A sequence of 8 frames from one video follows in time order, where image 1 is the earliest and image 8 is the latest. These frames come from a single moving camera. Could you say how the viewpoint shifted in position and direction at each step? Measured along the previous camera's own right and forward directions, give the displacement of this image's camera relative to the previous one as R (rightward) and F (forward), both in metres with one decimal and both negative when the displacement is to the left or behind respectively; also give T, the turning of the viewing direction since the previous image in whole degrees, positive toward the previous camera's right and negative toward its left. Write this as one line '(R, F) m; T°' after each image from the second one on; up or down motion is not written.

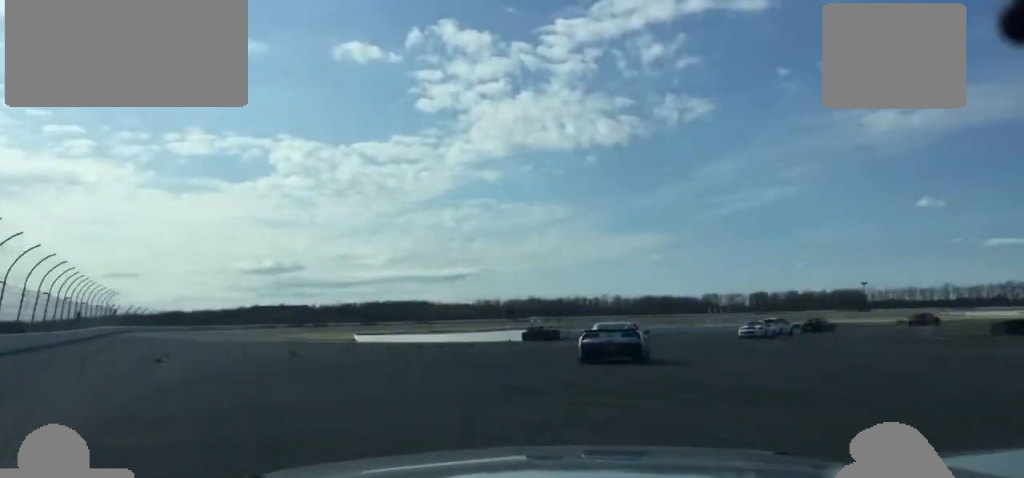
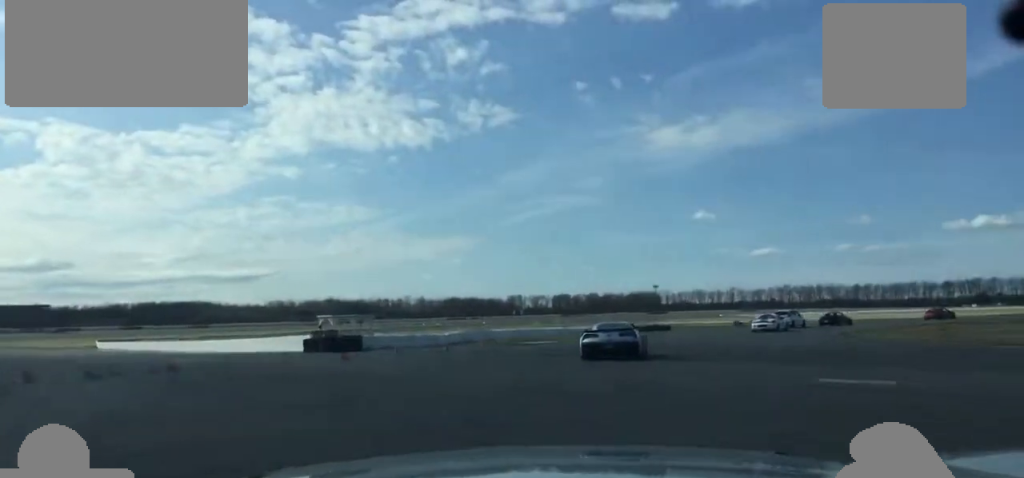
(+3.0, +25.7) m; +14°
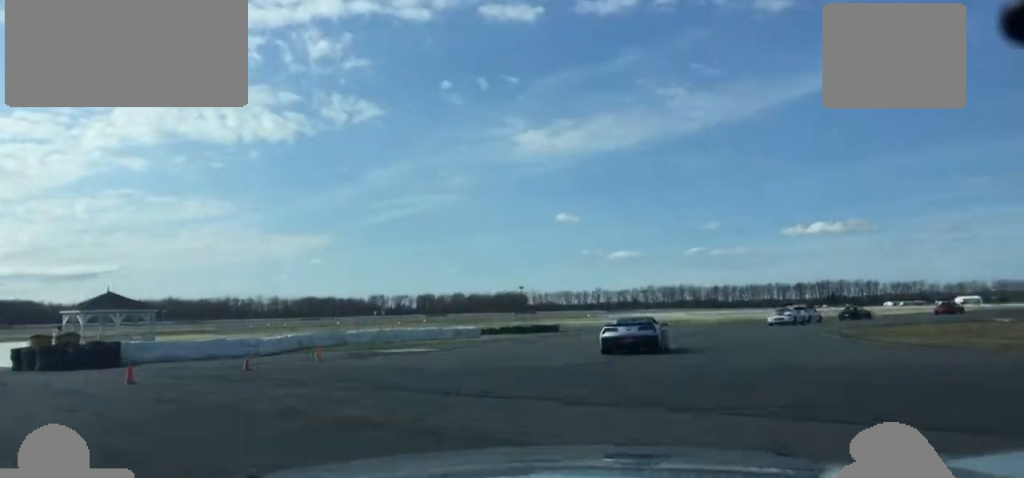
(+1.7, +17.7) m; +10°
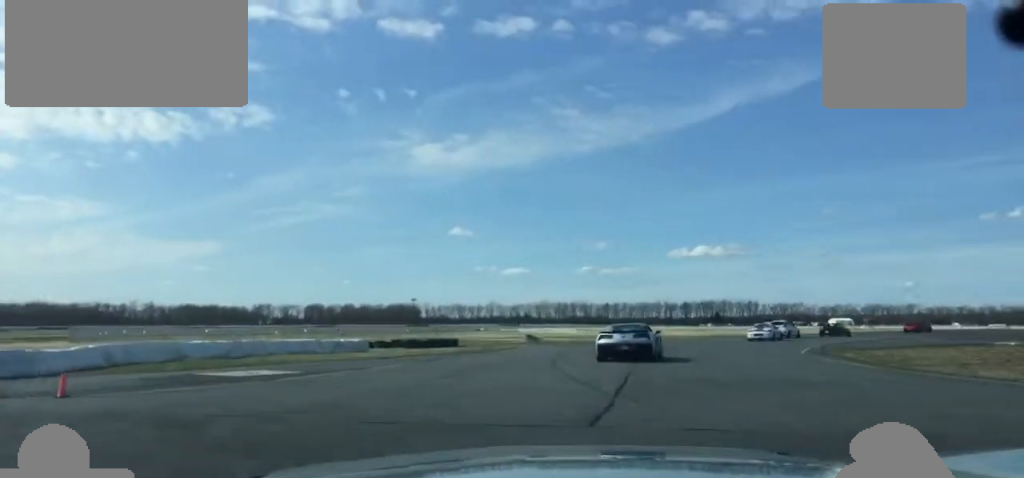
(+0.1, +11.5) m; +7°
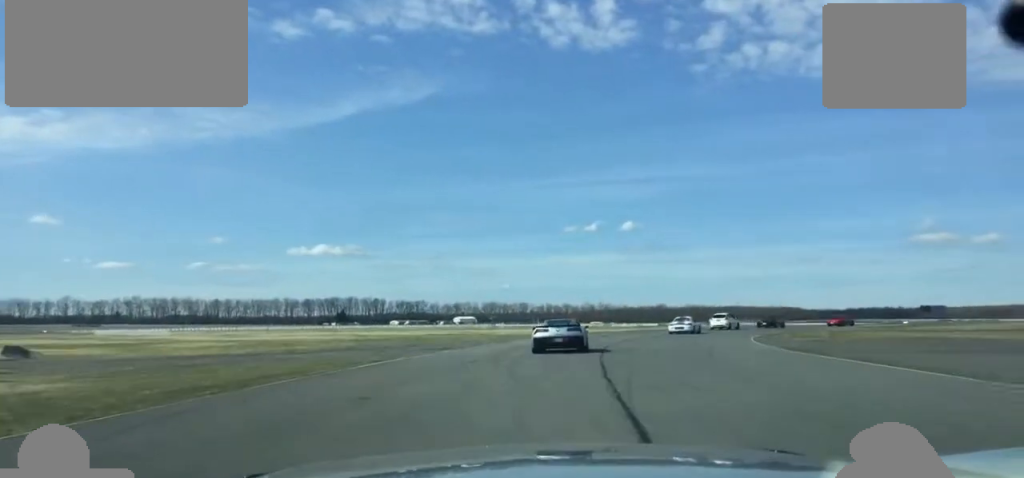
(+9.7, +46.7) m; +21°
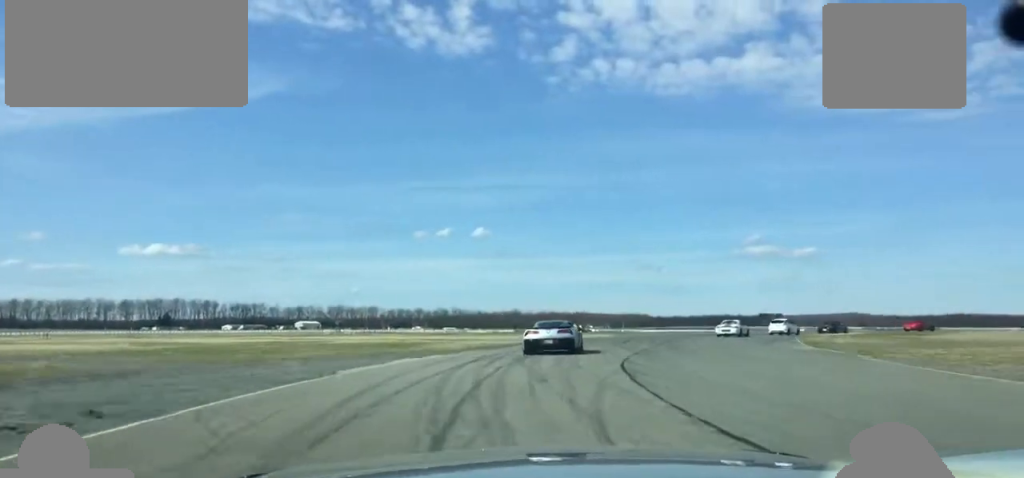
(+2.4, +28.2) m; +13°
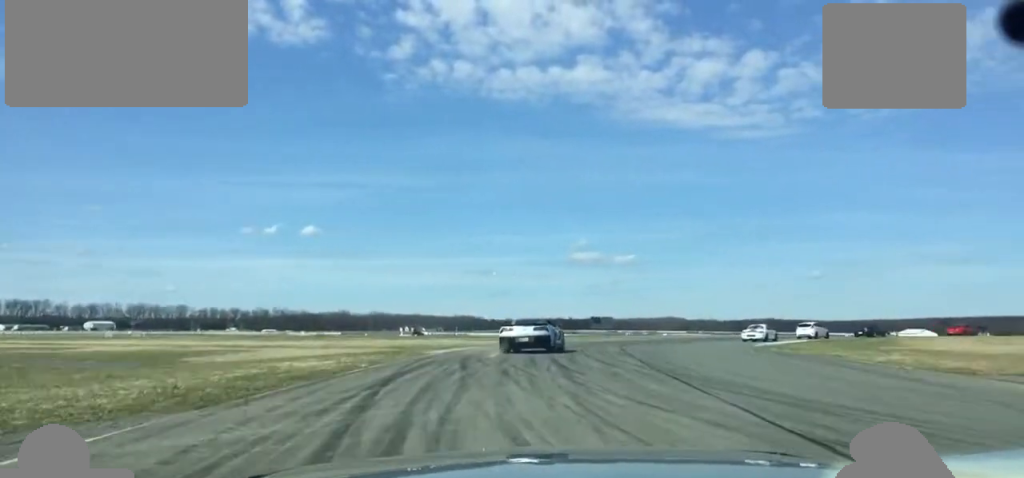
(+2.9, +24.4) m; +10°
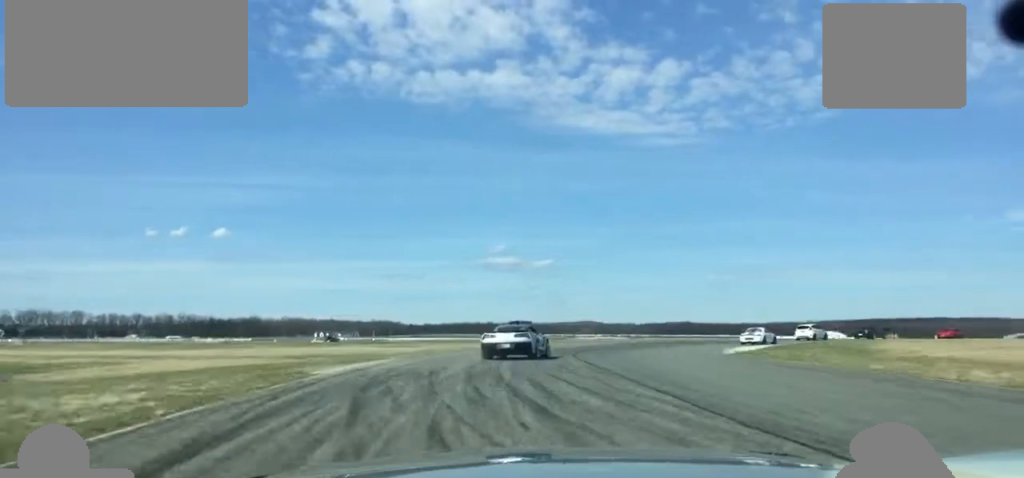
(+0.5, +10.6) m; +6°
